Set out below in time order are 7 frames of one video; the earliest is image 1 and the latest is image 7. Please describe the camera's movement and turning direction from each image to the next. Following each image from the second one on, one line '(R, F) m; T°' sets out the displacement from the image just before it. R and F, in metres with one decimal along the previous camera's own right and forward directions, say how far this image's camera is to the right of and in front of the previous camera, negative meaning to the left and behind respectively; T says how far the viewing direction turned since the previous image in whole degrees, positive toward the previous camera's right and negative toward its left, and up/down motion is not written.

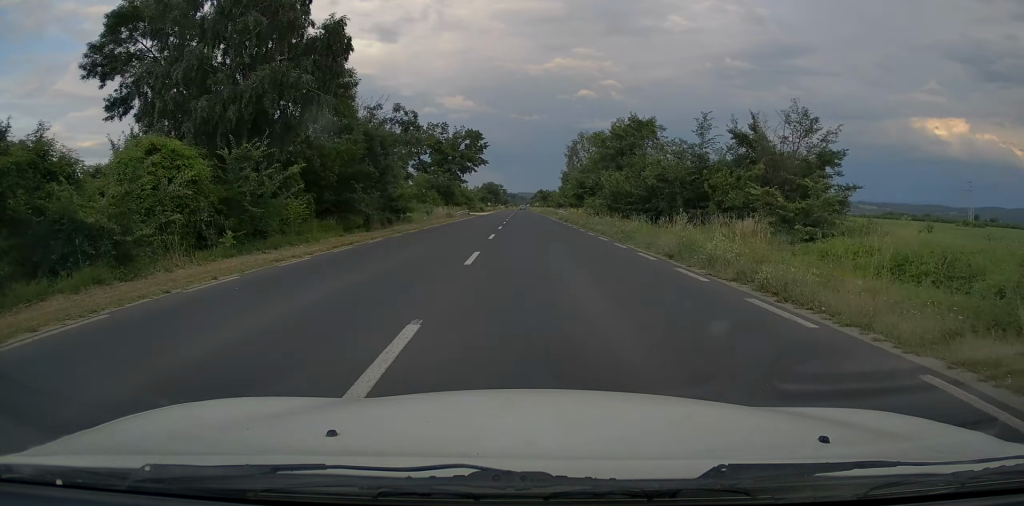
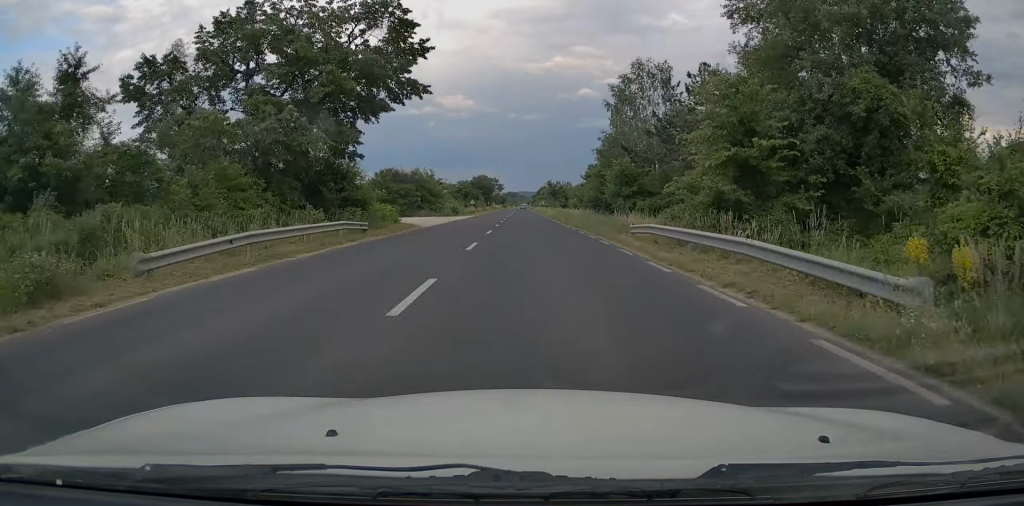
(-0.6, +50.2) m; -1°
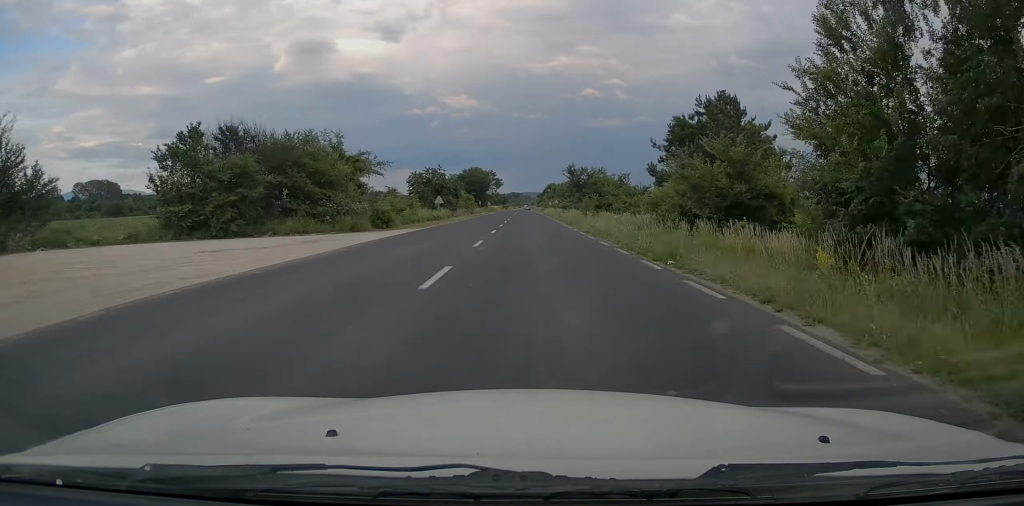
(+0.2, +42.6) m; 0°
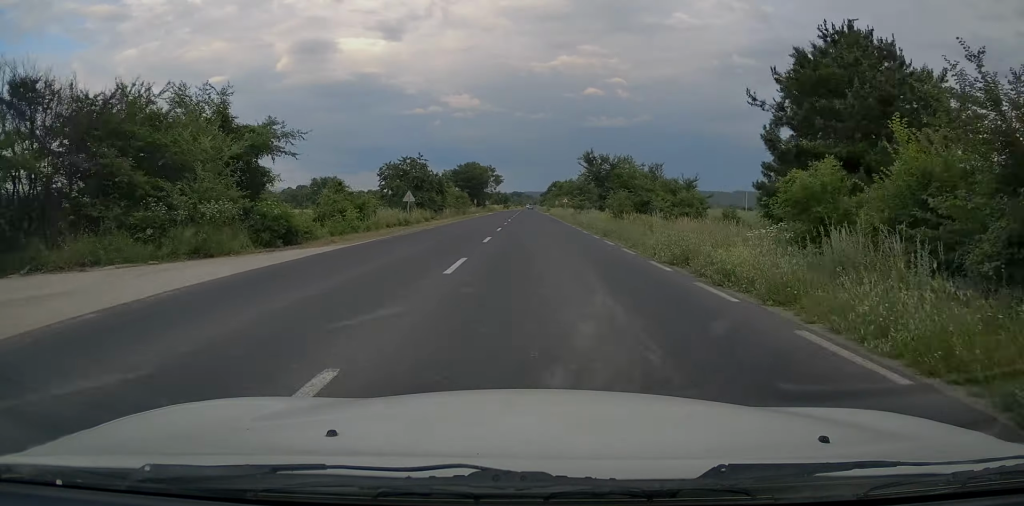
(0.0, +16.0) m; 0°
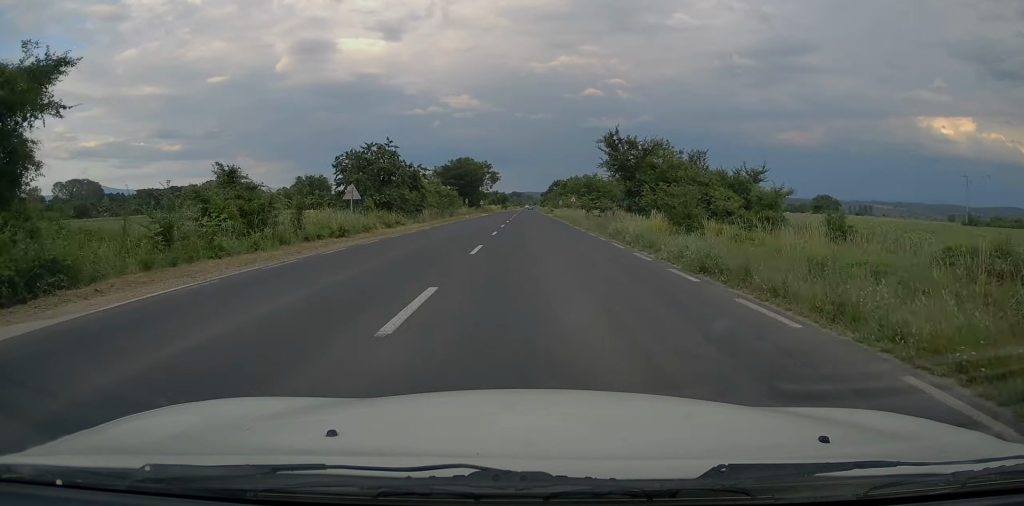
(+0.2, +13.7) m; 0°
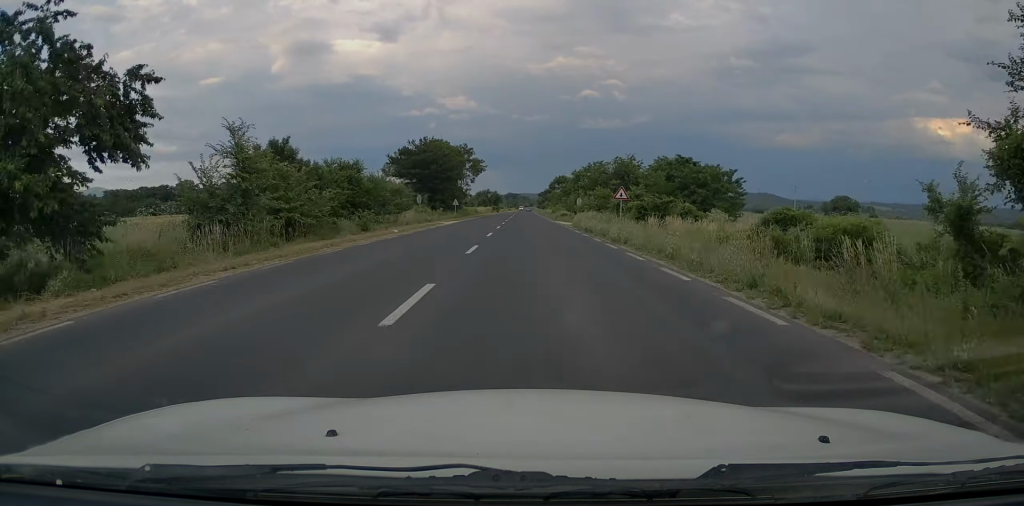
(-0.2, +35.3) m; 0°
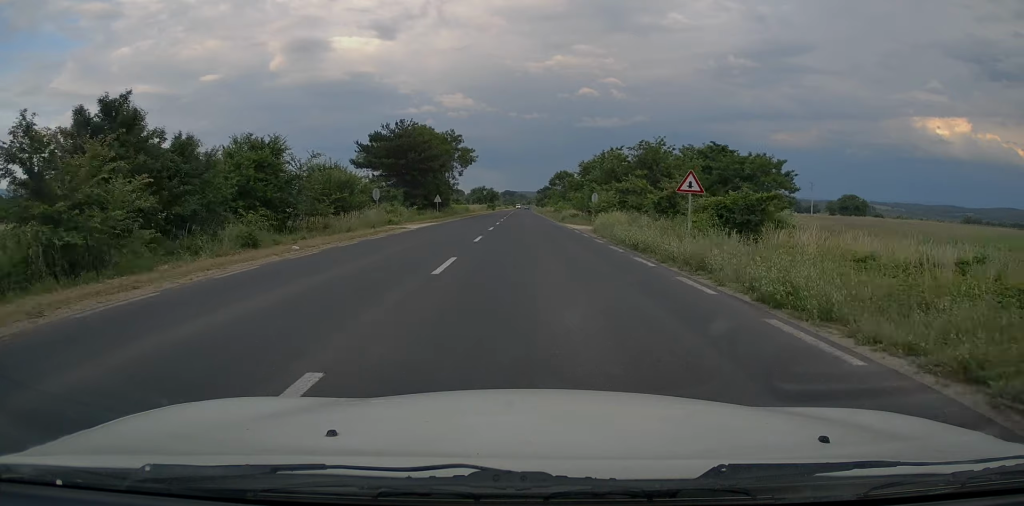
(+0.3, +13.6) m; 0°
